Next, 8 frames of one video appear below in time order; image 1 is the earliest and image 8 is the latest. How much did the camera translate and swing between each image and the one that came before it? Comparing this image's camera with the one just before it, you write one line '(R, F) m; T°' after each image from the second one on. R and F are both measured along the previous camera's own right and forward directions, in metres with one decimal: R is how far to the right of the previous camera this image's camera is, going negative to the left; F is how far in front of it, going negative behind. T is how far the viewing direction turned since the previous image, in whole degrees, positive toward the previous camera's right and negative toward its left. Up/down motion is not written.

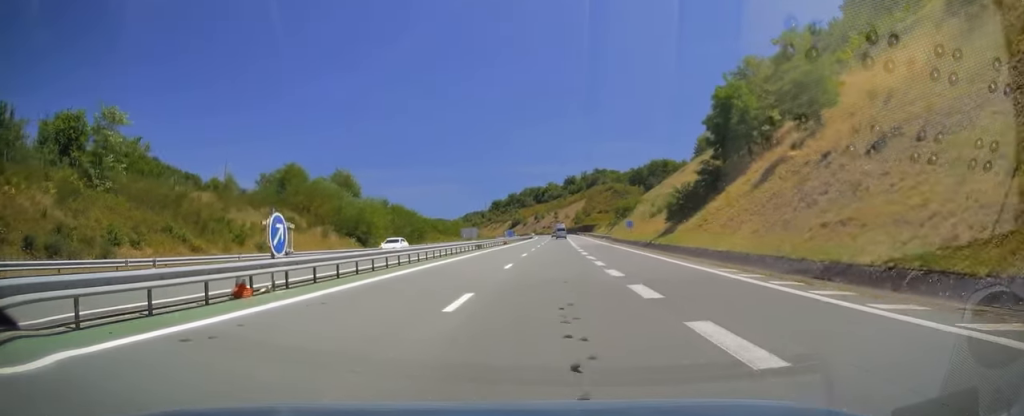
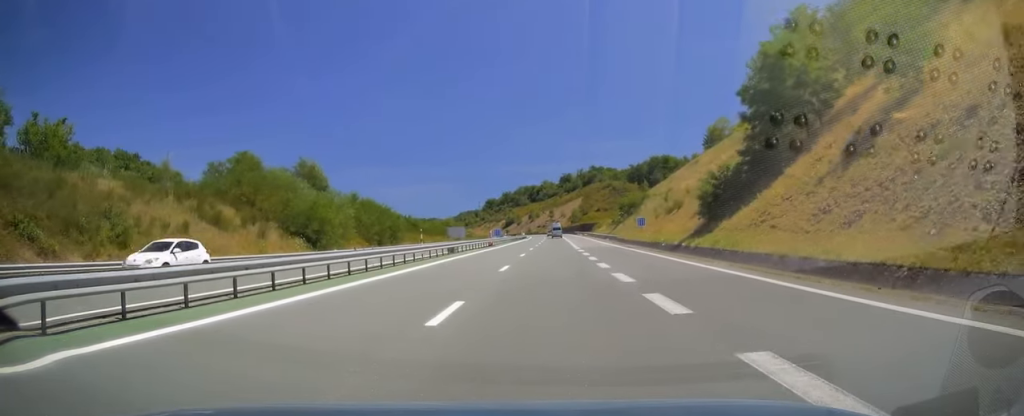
(0.0, +14.7) m; +1°
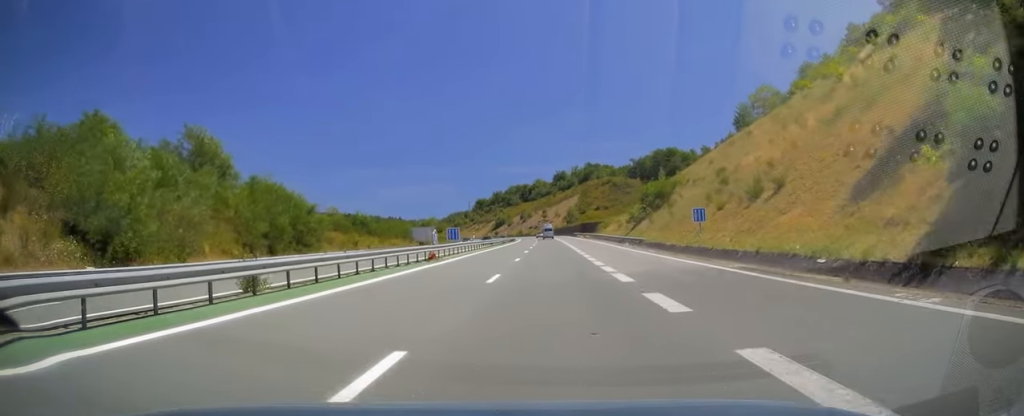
(+0.5, +31.0) m; +1°
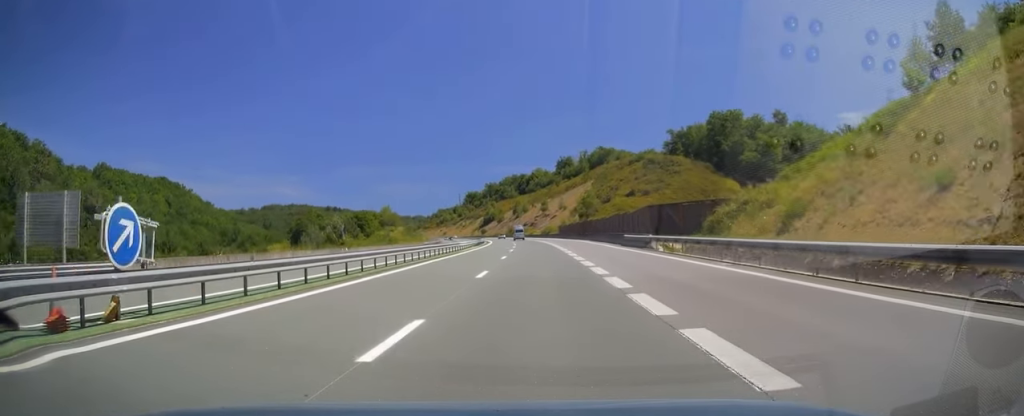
(-0.5, +89.8) m; -1°
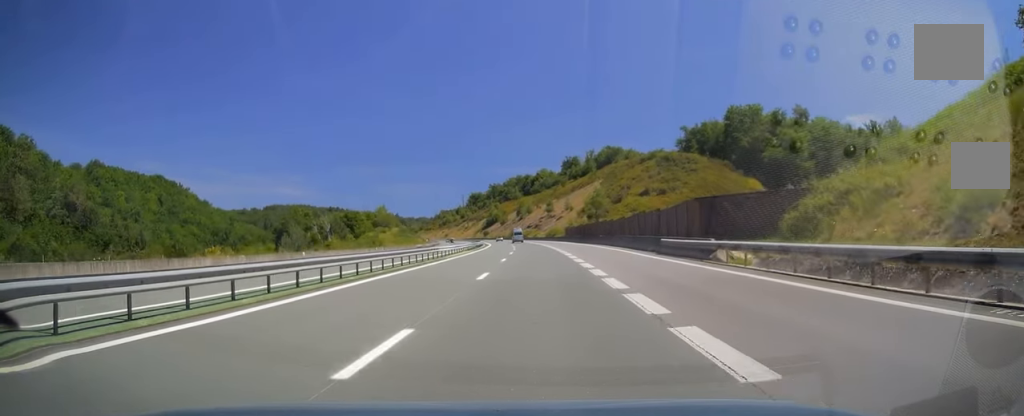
(0.0, +12.7) m; 0°
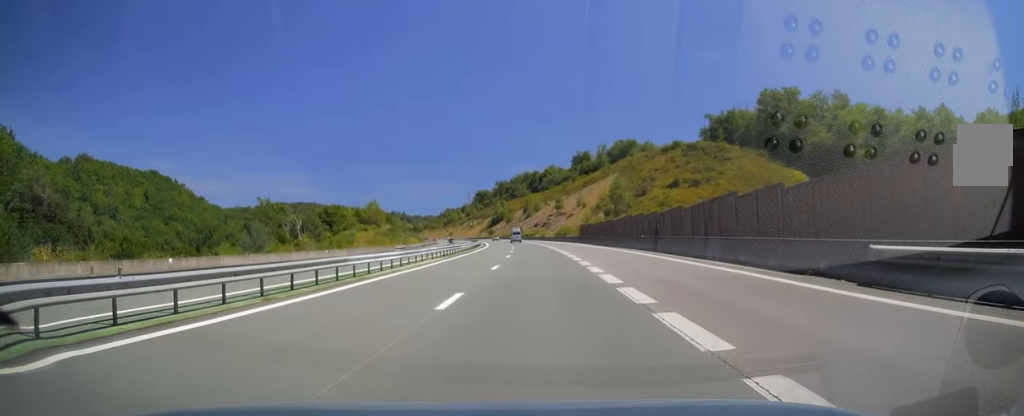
(0.0, +20.5) m; -1°
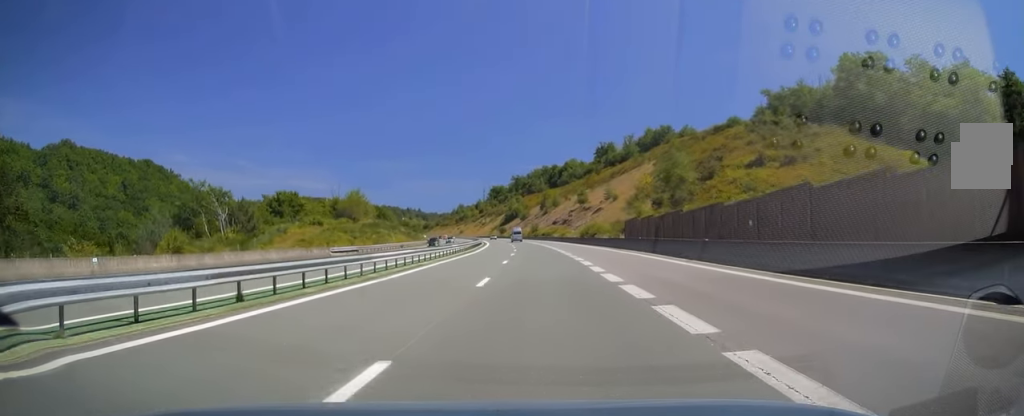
(-0.4, +33.6) m; -2°
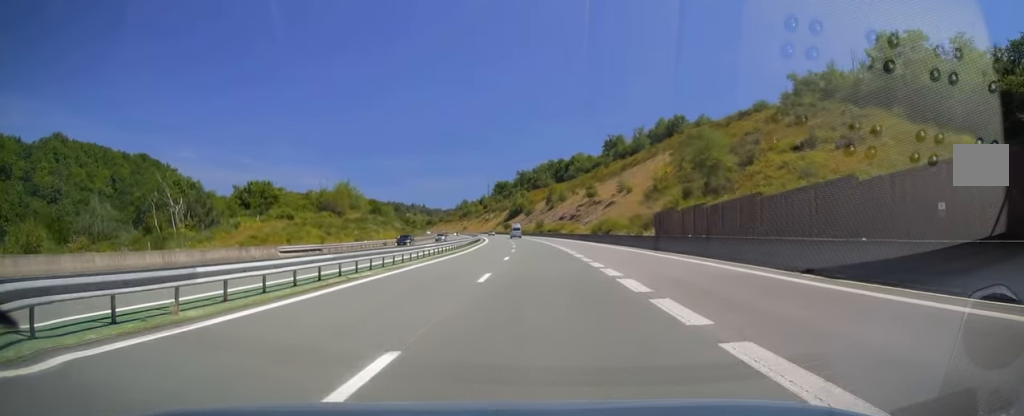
(0.0, +12.7) m; -1°
